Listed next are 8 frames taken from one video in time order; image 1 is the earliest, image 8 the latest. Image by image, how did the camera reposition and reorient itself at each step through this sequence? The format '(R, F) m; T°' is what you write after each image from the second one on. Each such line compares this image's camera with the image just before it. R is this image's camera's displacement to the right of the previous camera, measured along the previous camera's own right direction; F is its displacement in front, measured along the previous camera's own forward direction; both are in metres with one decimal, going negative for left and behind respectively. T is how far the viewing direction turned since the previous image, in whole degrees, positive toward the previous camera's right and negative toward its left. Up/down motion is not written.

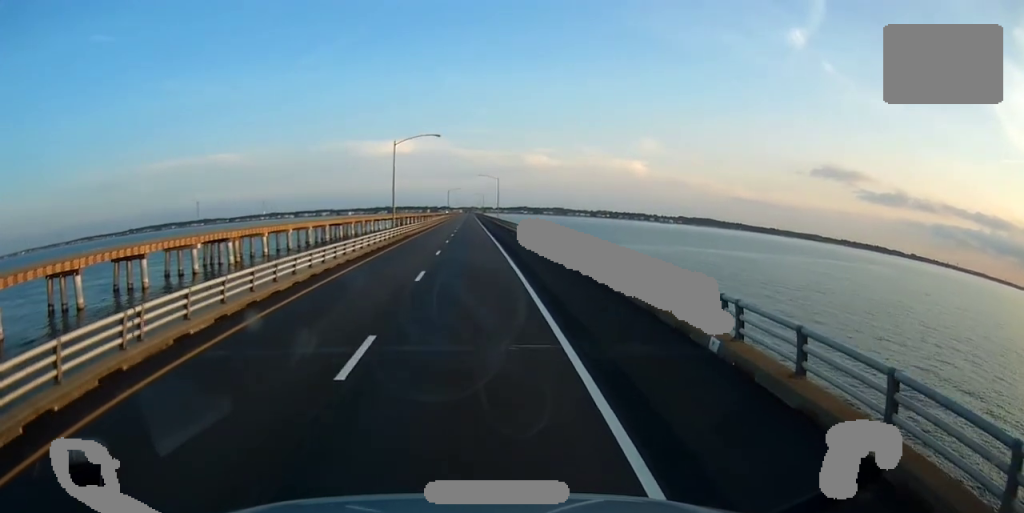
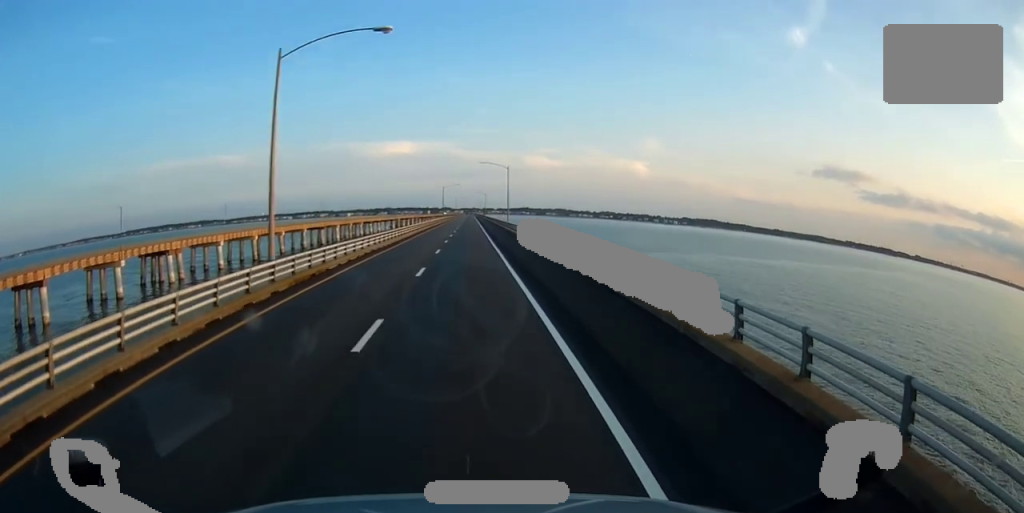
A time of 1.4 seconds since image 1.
(-0.7, +35.1) m; 0°
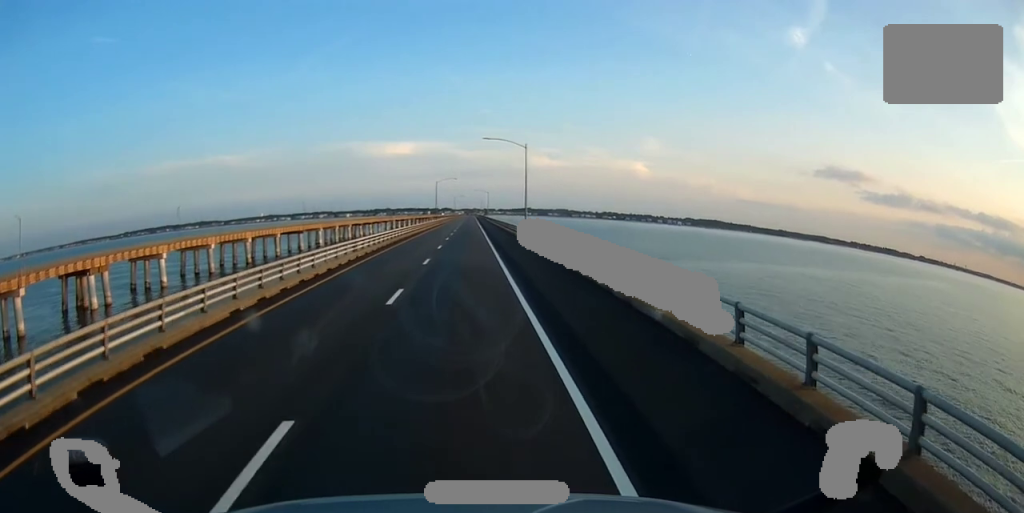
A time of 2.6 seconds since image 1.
(+0.7, +31.1) m; +1°
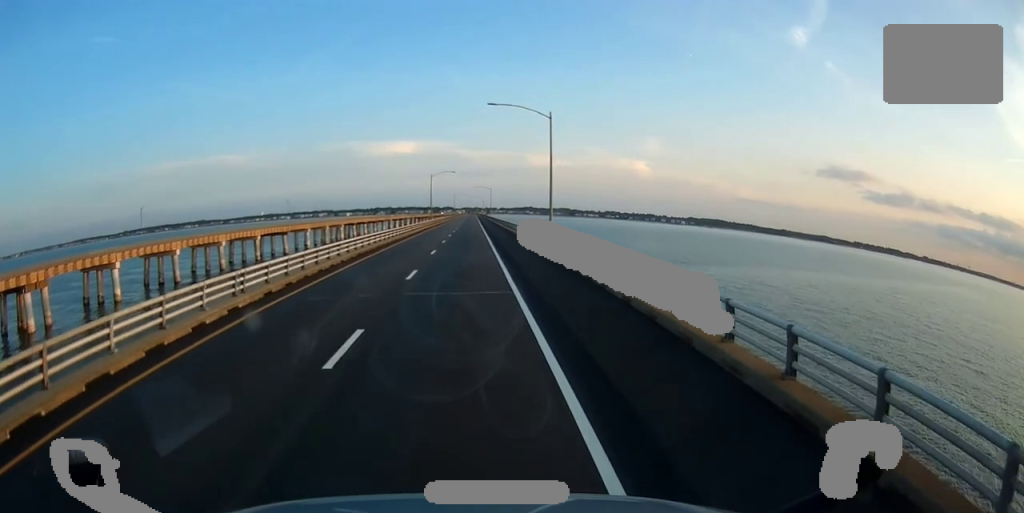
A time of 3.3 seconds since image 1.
(-0.3, +18.7) m; -1°
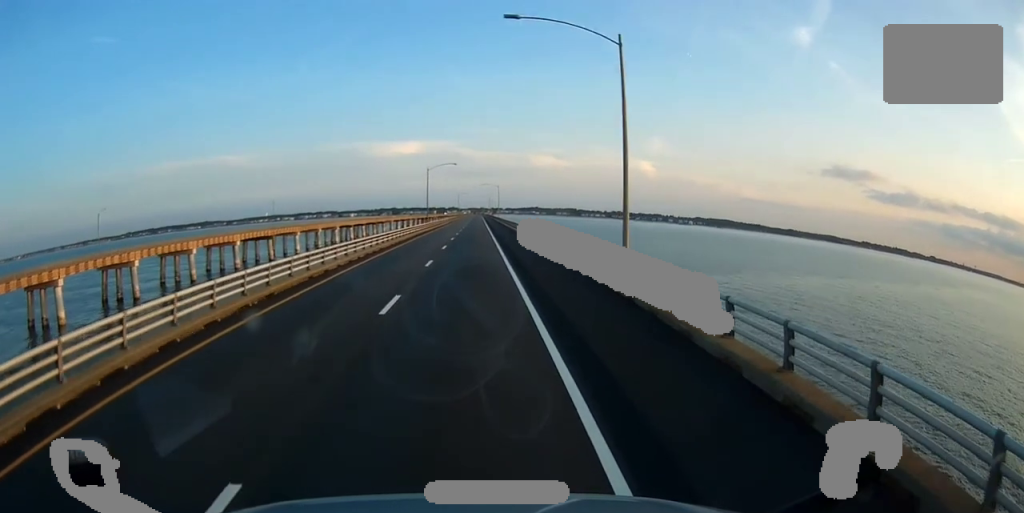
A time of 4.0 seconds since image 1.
(0.0, +19.7) m; -1°
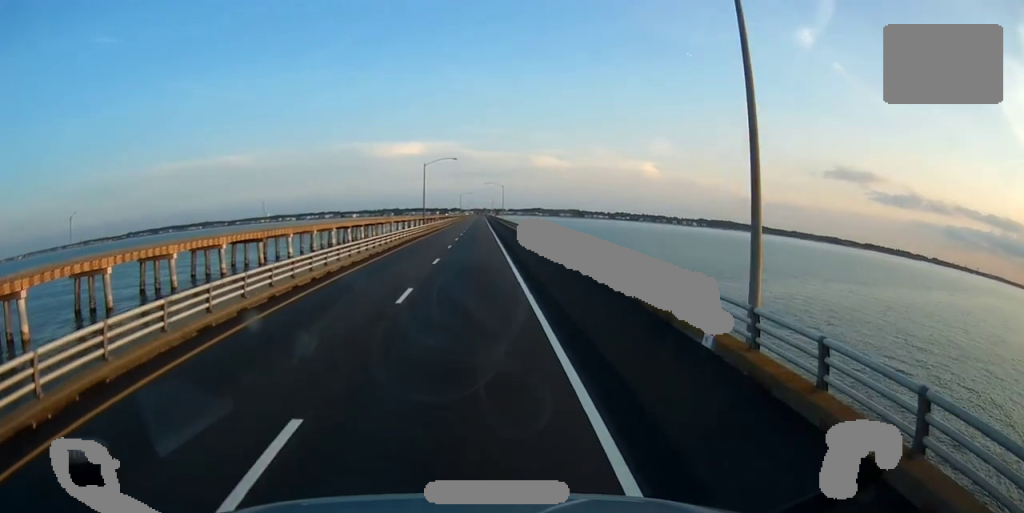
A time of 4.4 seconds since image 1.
(+0.2, +10.3) m; 0°
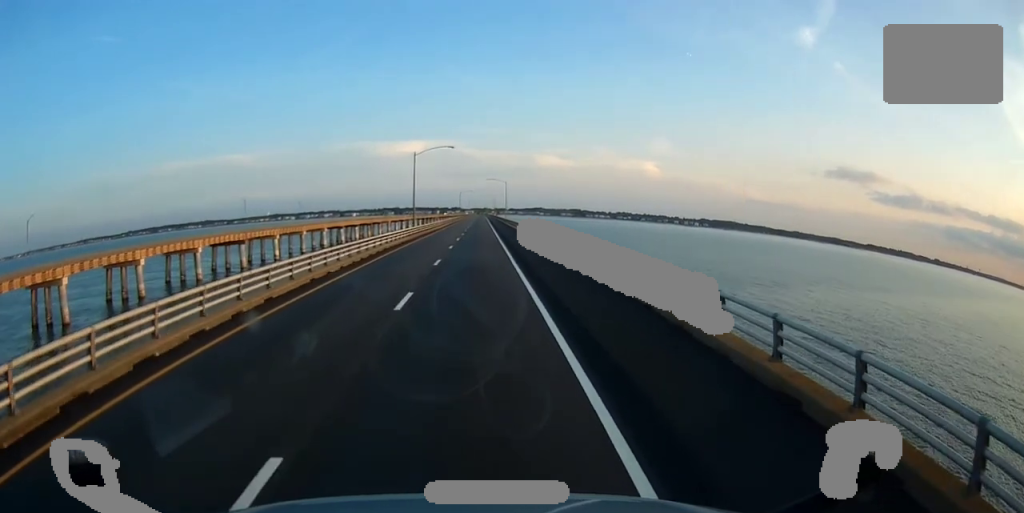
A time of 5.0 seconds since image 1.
(-0.3, +13.5) m; 0°
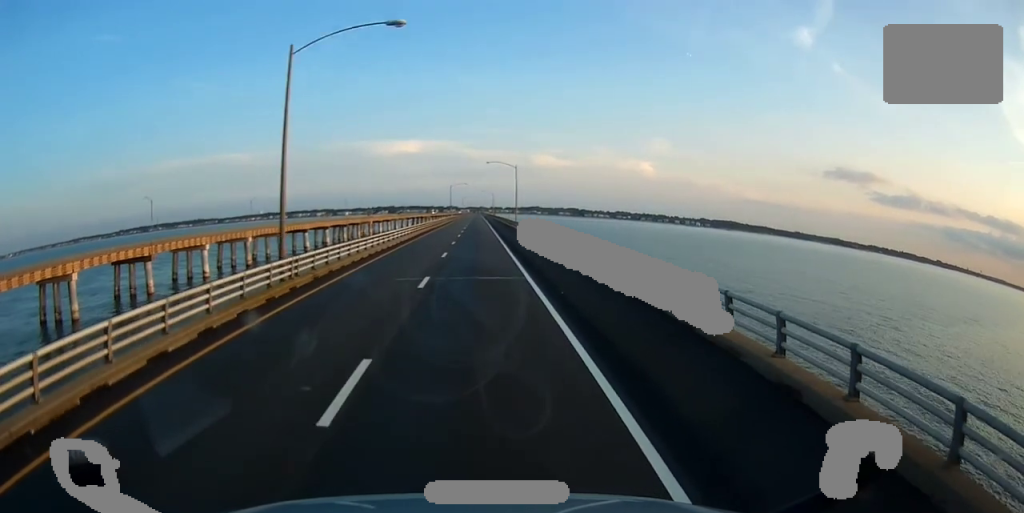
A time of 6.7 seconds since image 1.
(+0.2, +44.6) m; +1°
